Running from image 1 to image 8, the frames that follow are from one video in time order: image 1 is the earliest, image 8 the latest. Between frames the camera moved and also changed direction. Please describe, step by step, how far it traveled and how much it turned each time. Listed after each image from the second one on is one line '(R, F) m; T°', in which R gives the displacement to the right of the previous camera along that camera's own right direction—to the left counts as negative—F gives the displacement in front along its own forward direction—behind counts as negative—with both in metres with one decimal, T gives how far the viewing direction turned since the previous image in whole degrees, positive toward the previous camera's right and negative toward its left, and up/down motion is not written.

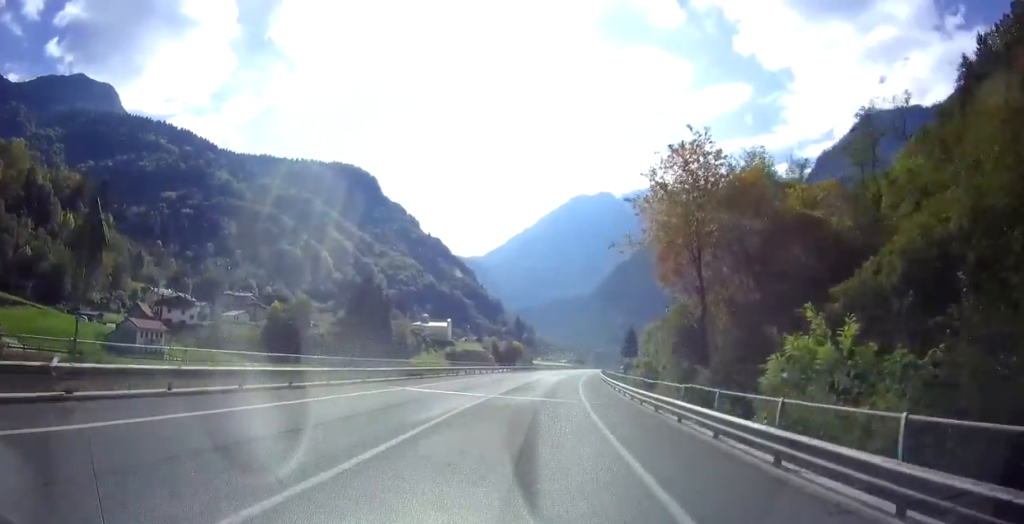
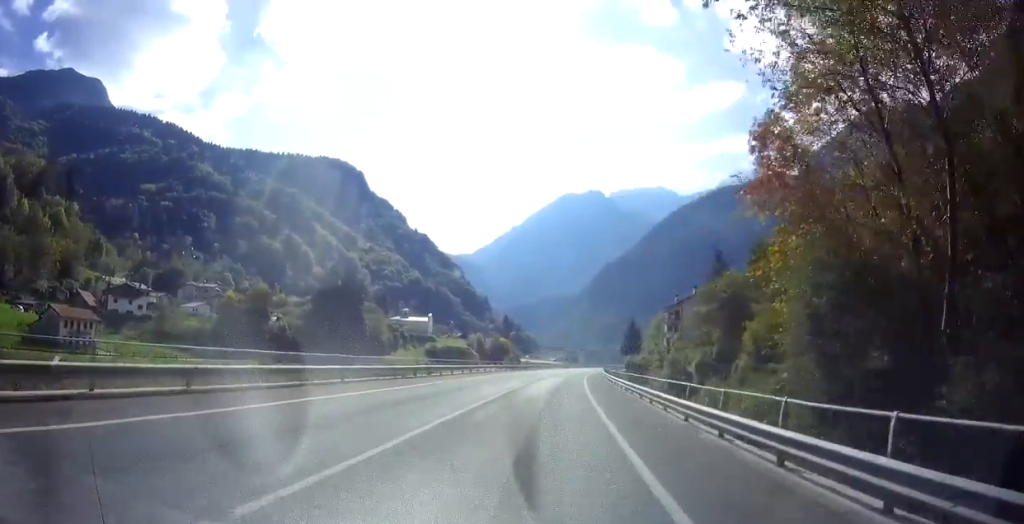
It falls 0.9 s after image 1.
(+0.2, +18.8) m; +1°
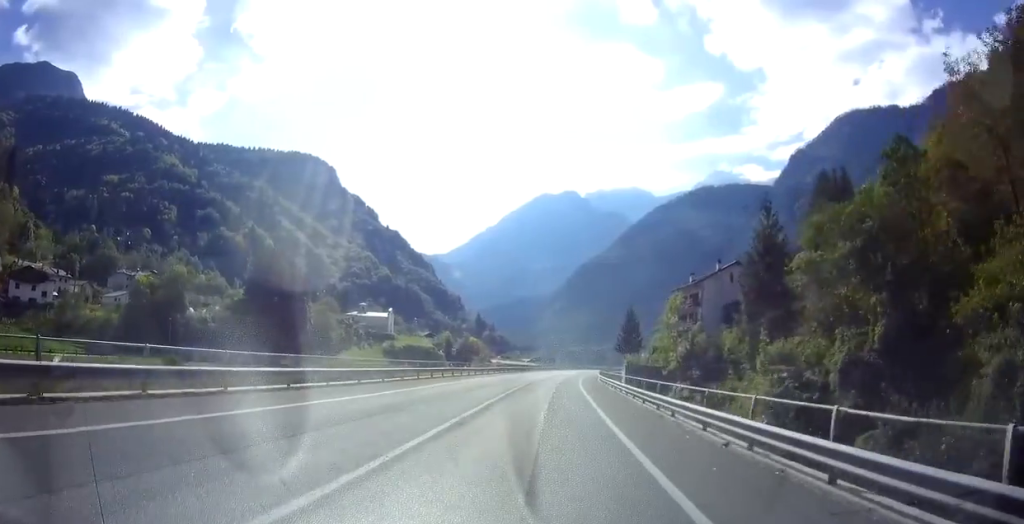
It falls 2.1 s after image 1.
(+0.4, +26.8) m; +2°
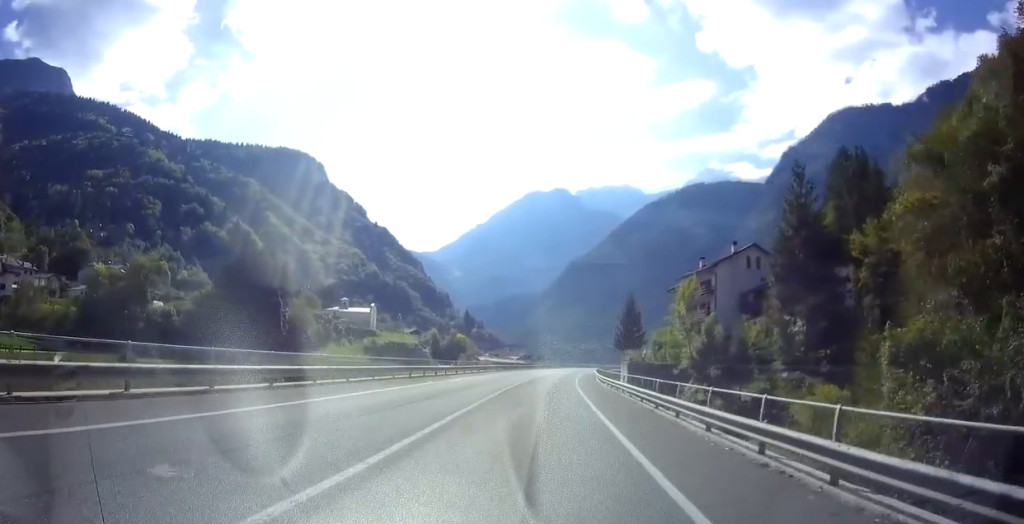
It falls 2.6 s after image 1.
(+0.2, +10.2) m; +1°
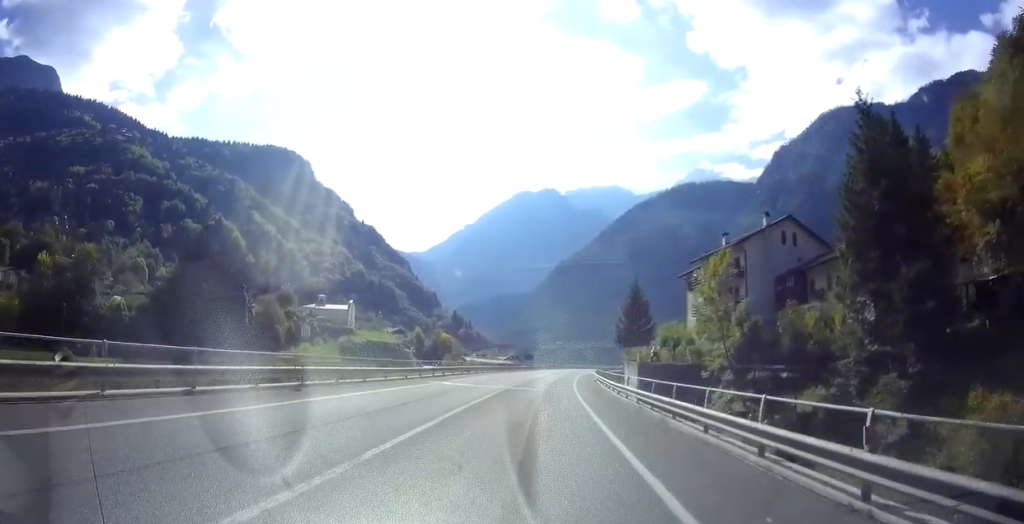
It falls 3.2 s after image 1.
(+0.1, +13.8) m; +1°
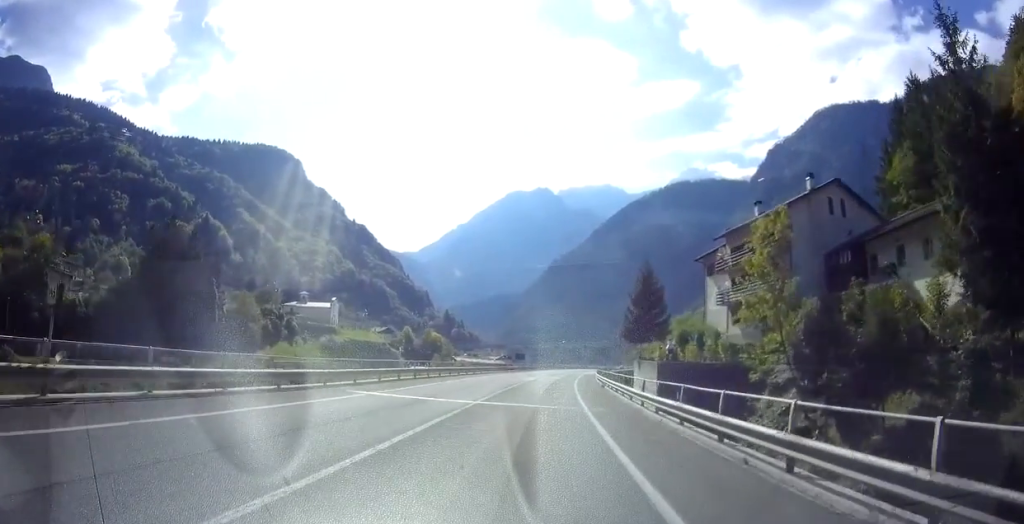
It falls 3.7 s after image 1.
(+0.2, +10.9) m; +1°
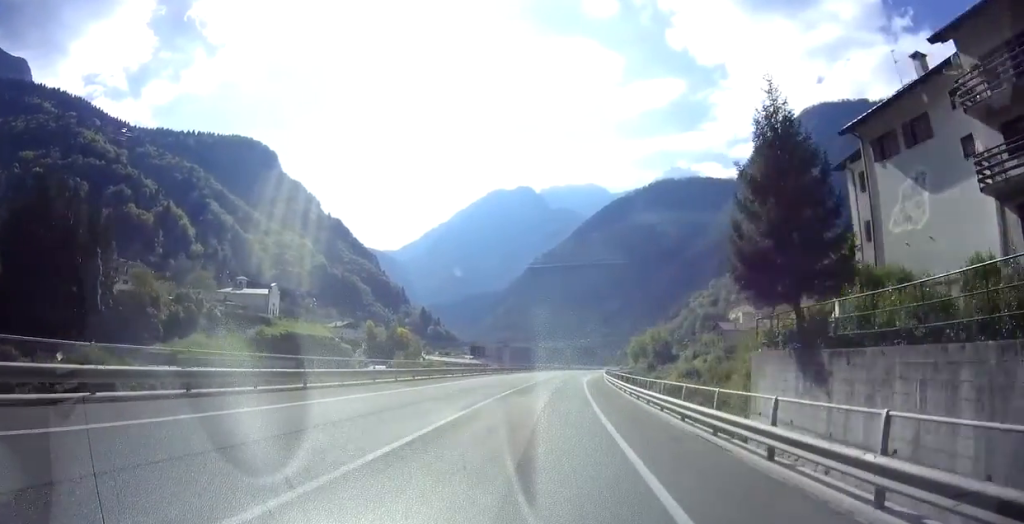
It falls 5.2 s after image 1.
(+0.7, +33.7) m; +2°
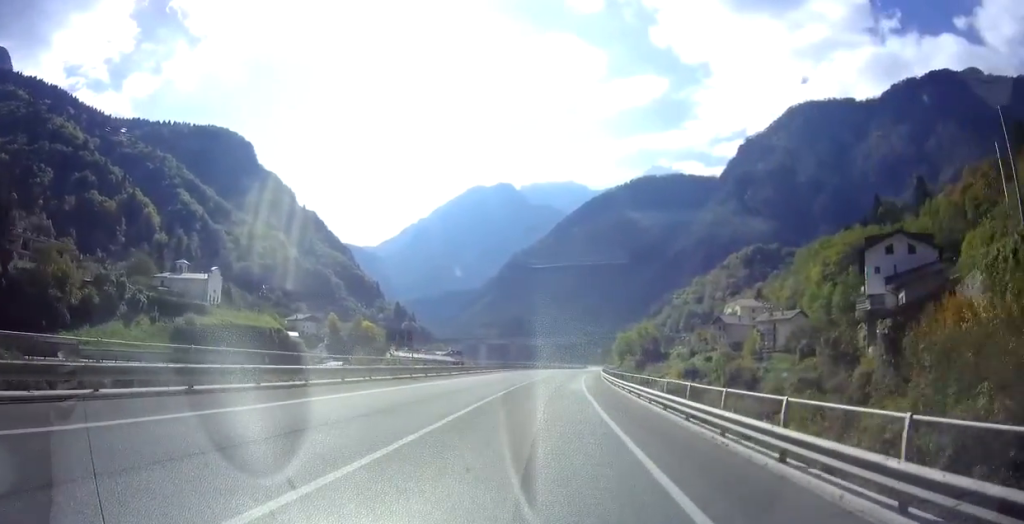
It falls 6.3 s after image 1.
(+0.2, +23.2) m; +2°
